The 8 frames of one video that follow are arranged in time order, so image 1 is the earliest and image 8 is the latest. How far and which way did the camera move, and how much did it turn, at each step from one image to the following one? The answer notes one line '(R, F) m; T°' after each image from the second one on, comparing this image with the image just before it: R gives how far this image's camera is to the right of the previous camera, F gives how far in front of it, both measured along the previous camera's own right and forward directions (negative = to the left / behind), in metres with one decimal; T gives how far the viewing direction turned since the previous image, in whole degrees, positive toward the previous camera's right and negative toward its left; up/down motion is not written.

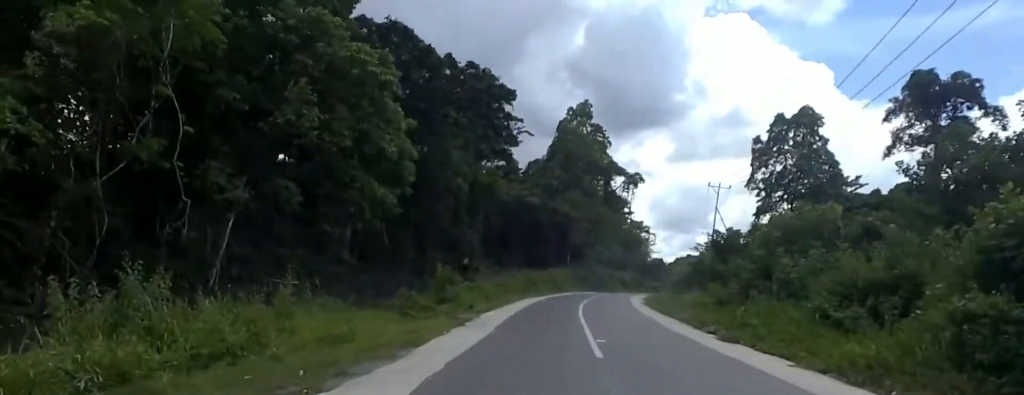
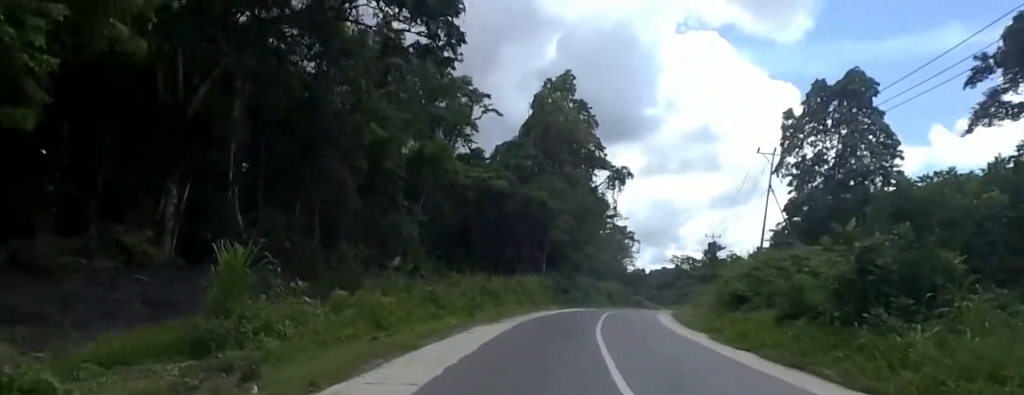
(-1.6, +18.1) m; +2°
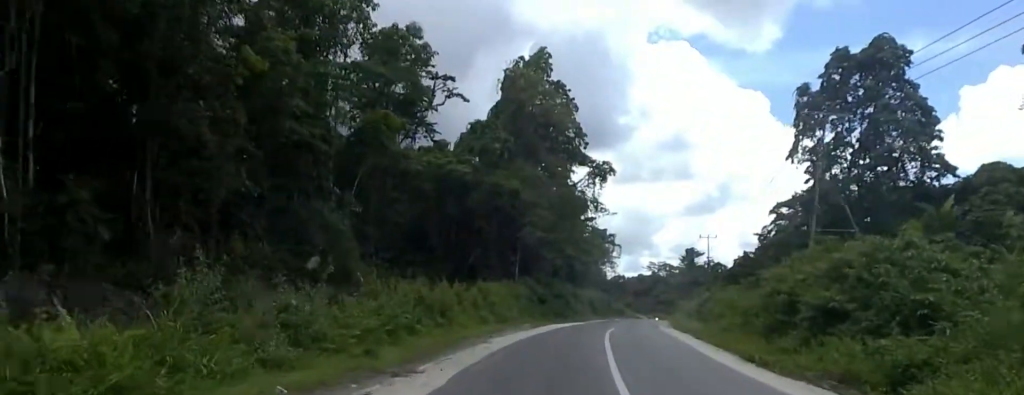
(+1.6, +10.0) m; +6°
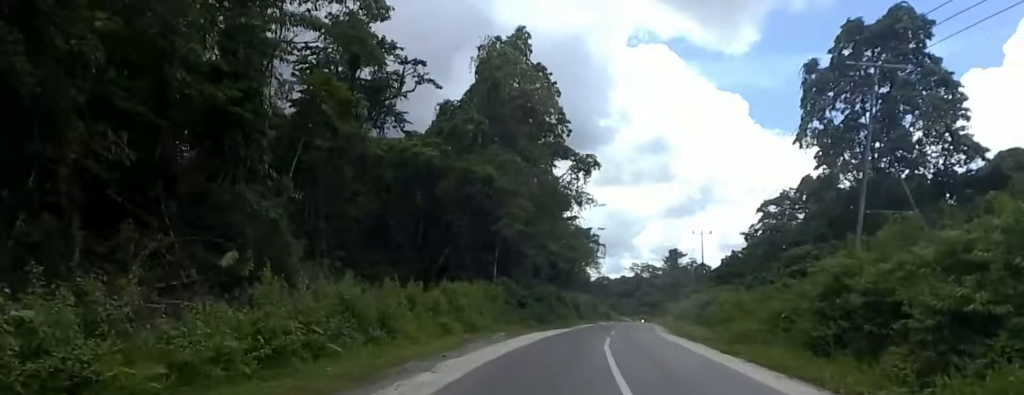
(+0.7, +5.9) m; +3°
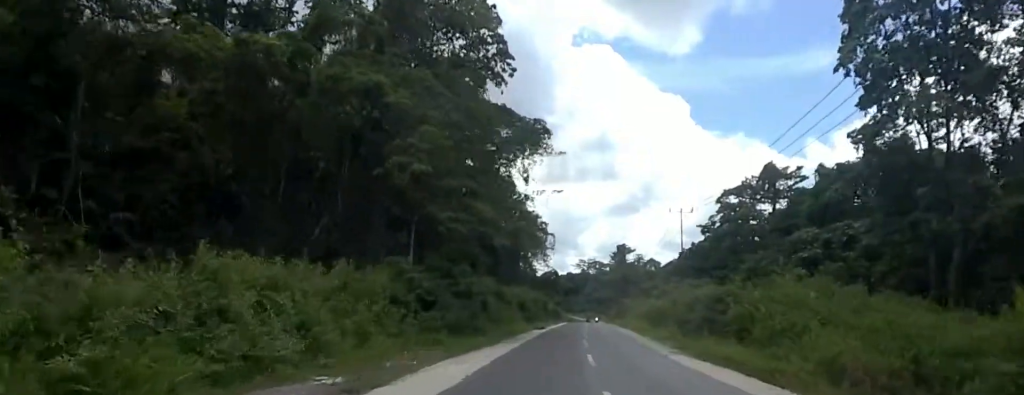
(-0.9, +15.8) m; 0°
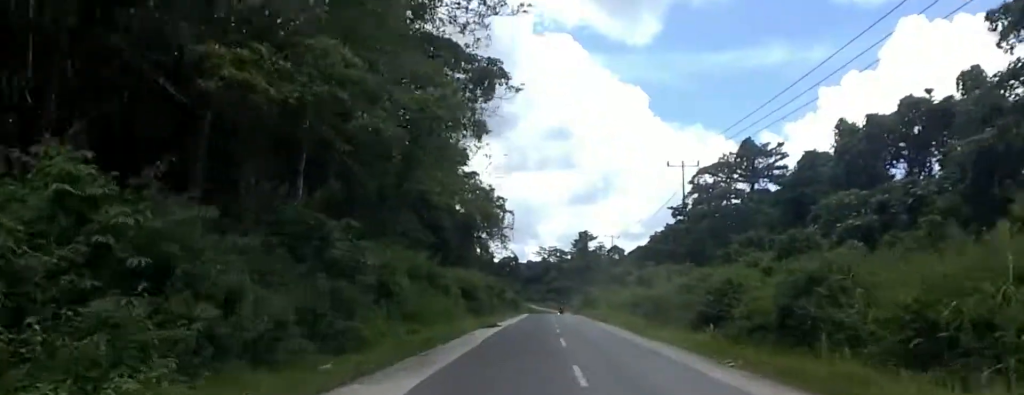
(+0.3, +14.3) m; 0°
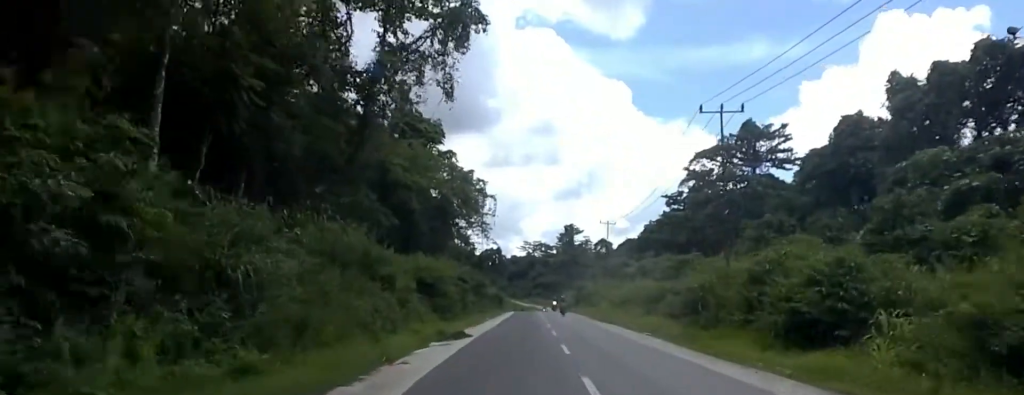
(-0.5, +10.3) m; +2°
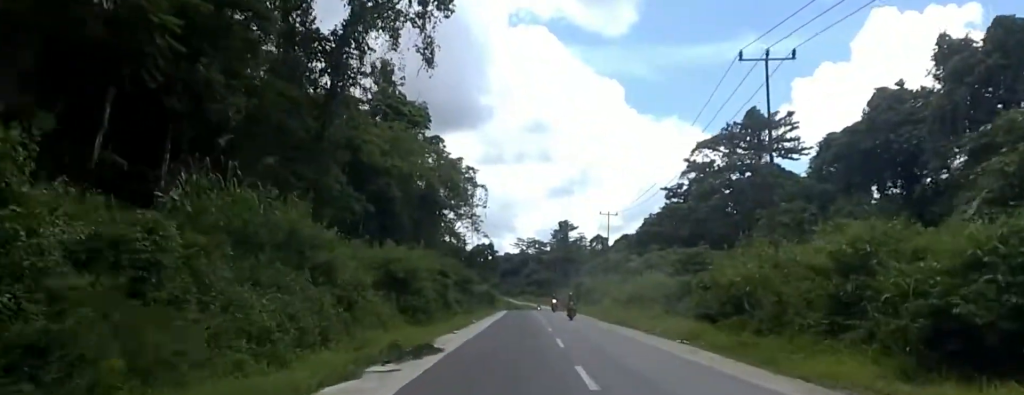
(+0.7, +5.9) m; +3°
